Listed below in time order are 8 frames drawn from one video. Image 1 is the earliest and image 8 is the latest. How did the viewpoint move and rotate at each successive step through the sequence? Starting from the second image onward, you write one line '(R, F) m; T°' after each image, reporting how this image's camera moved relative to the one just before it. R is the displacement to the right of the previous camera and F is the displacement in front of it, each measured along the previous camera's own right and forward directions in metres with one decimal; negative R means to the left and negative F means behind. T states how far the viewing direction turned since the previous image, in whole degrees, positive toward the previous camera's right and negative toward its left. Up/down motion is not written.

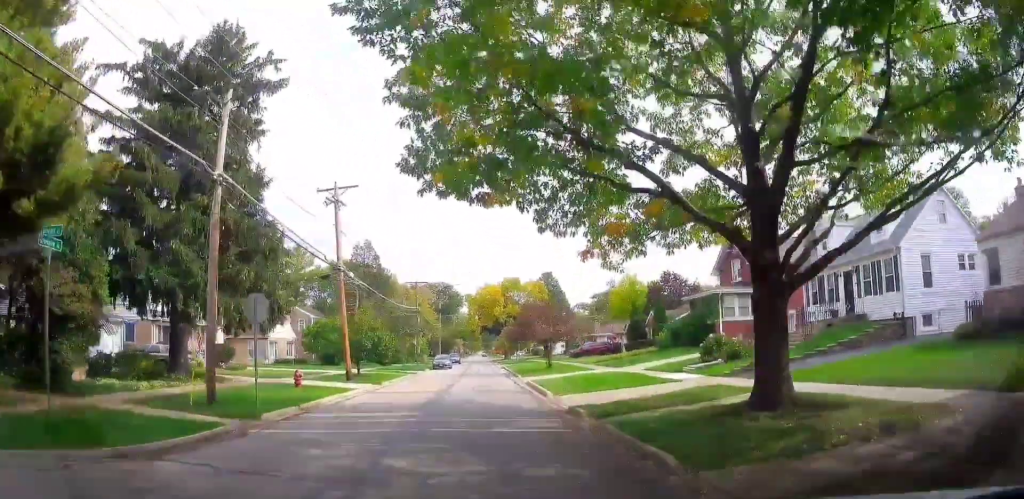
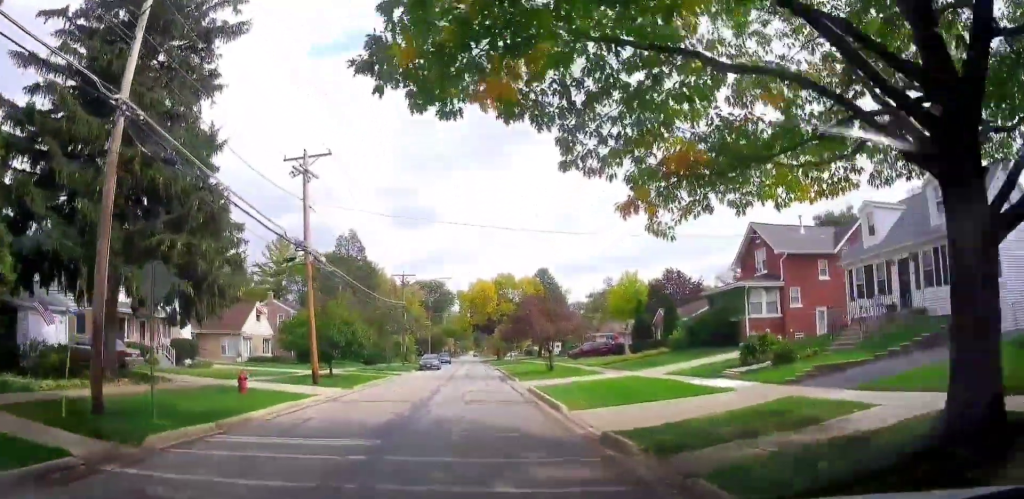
(0.0, +5.0) m; +1°
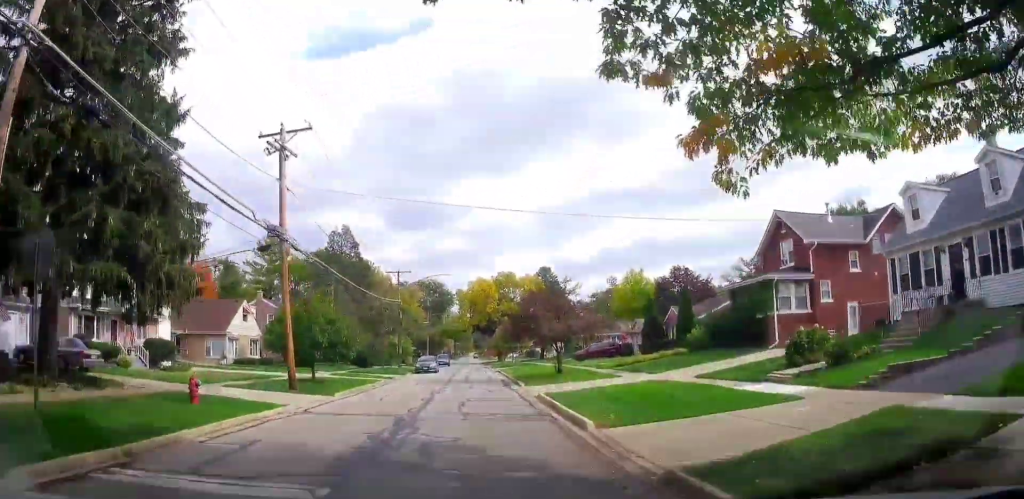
(0.0, +3.4) m; +2°
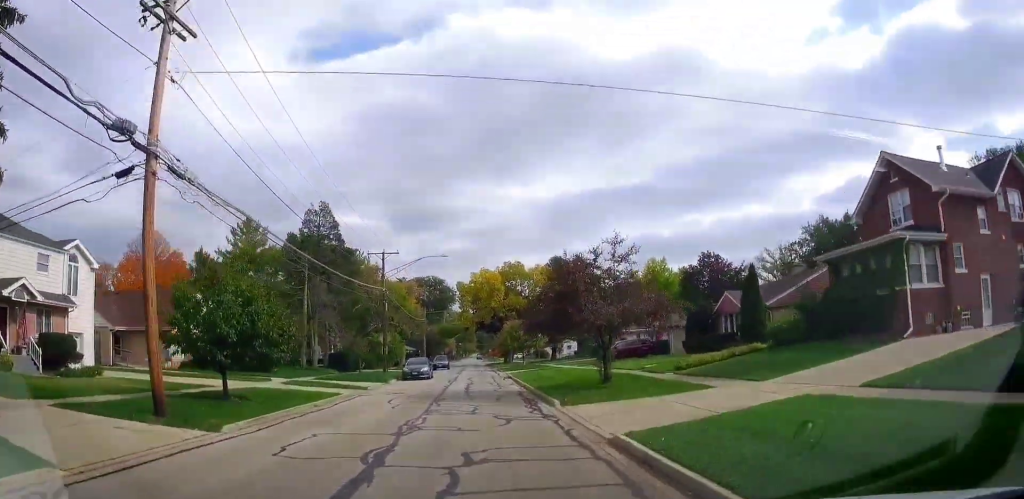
(+0.5, +10.8) m; +3°
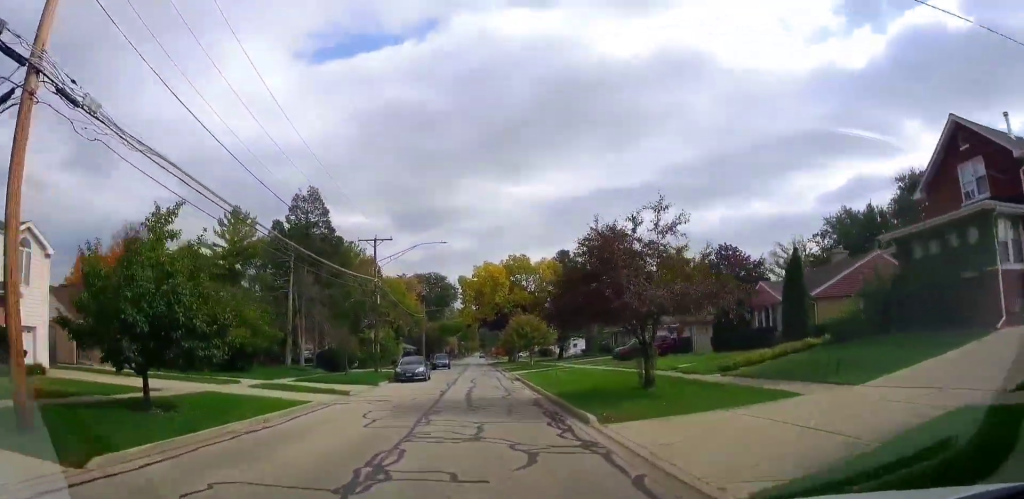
(0.0, +5.0) m; 0°
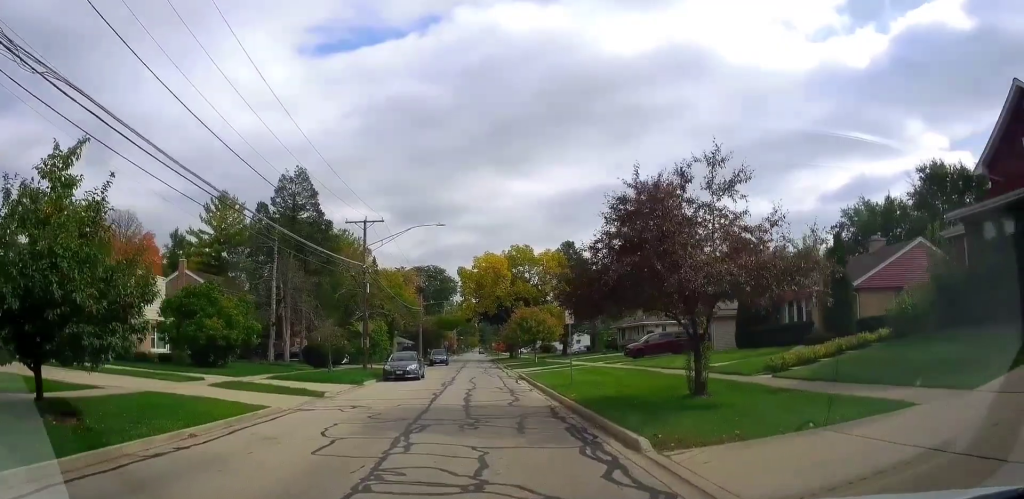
(0.0, +4.1) m; -3°
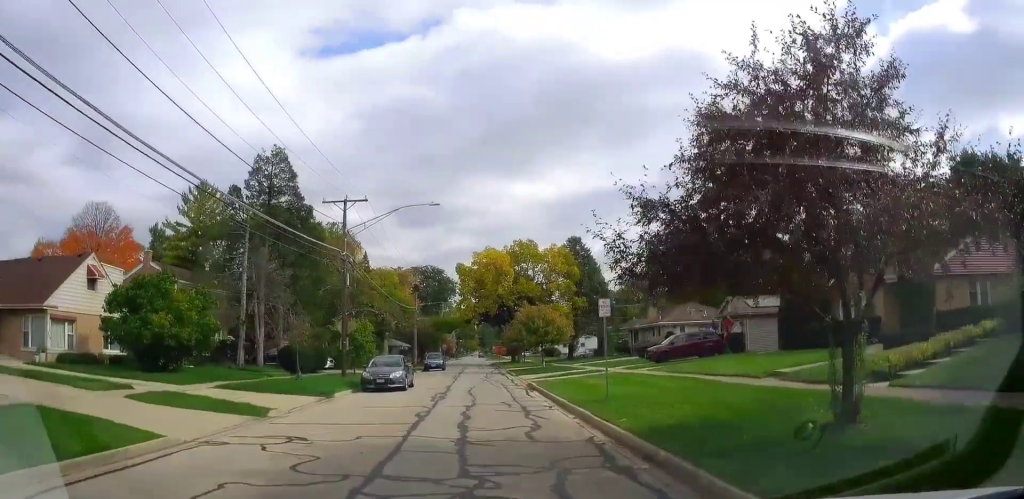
(-0.1, +5.9) m; -4°
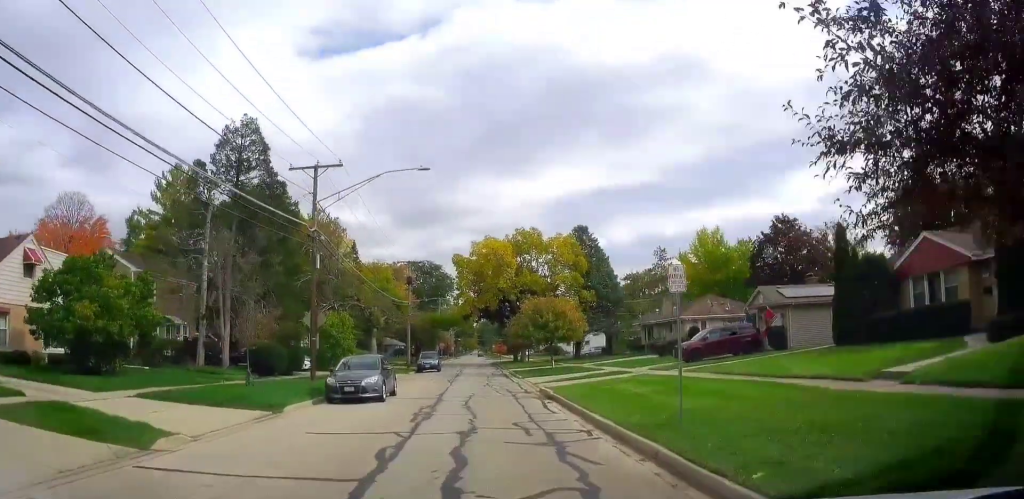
(-0.7, +5.9) m; -1°
